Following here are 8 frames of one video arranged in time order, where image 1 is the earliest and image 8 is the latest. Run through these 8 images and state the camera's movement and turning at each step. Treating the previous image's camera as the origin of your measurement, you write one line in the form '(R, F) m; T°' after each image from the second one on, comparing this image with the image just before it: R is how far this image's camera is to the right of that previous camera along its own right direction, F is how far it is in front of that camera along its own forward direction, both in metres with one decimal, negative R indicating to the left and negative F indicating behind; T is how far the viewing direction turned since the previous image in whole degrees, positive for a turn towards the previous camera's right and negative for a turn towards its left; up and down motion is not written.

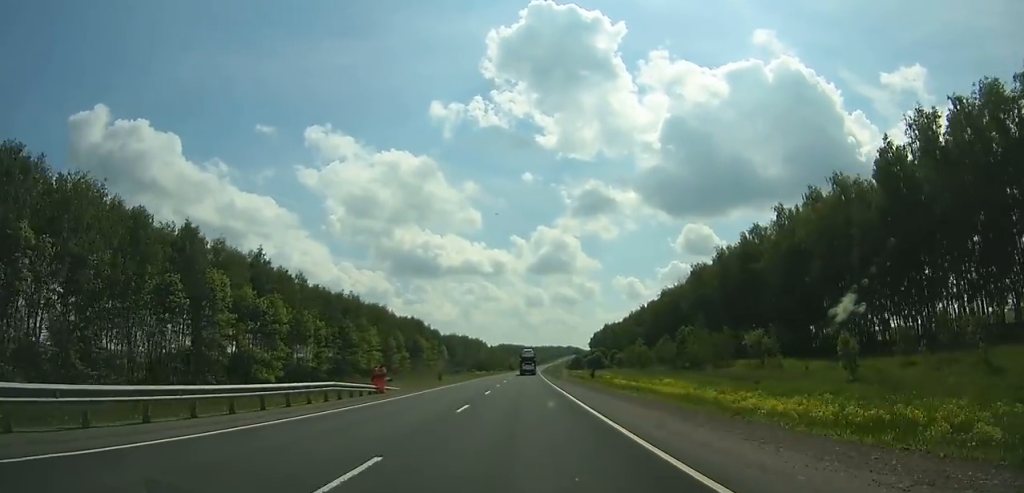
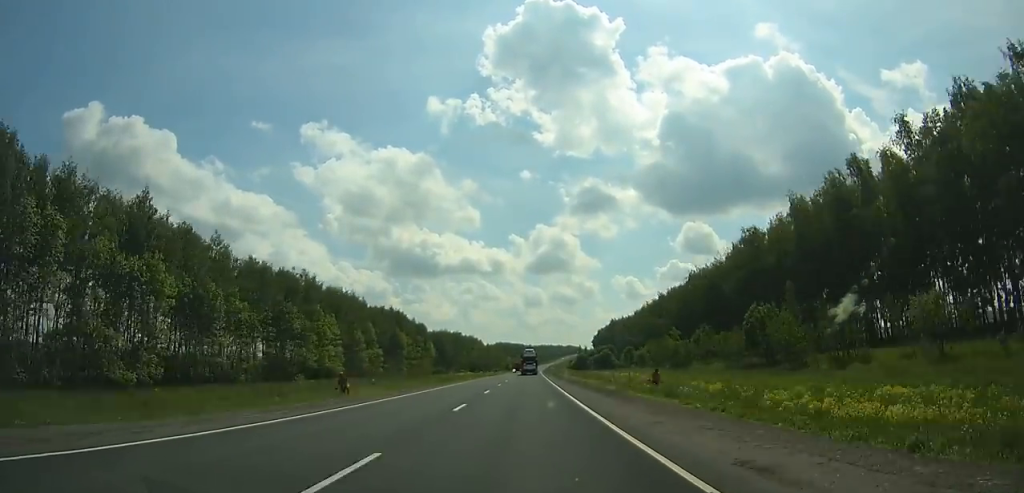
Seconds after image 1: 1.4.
(0.0, +30.2) m; 0°
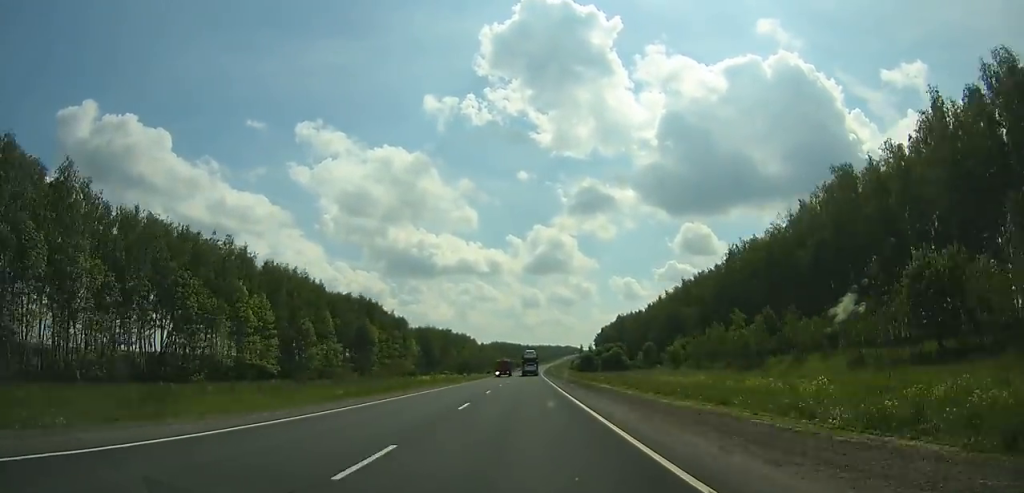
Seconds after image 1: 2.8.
(+0.2, +31.8) m; 0°
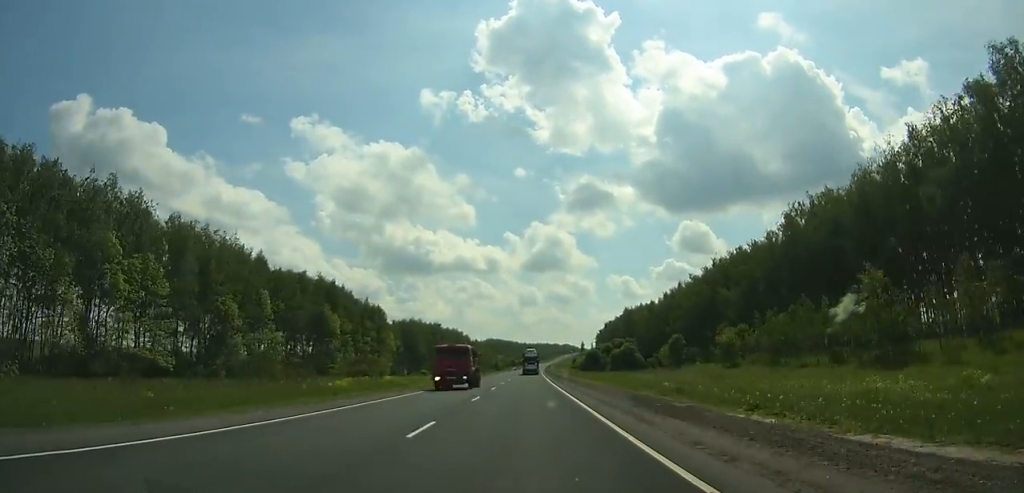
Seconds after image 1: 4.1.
(+0.1, +29.8) m; 0°
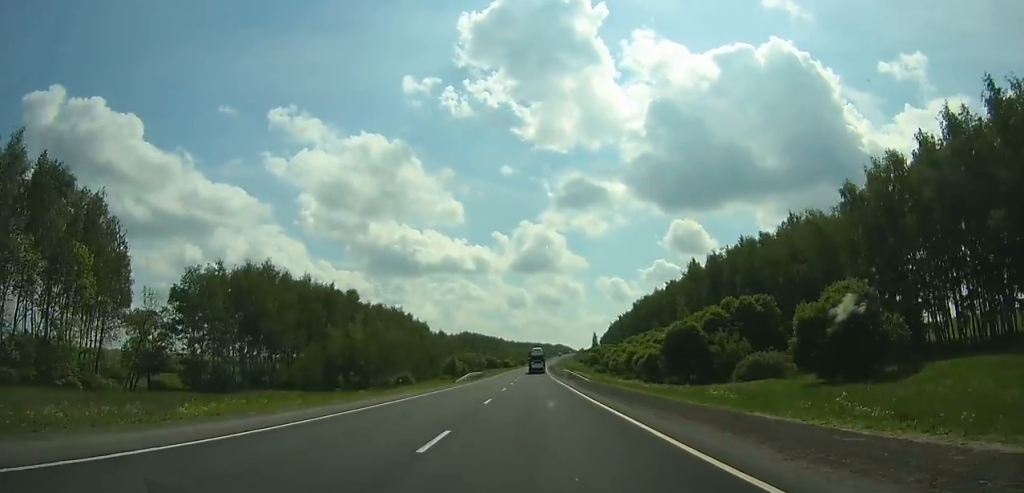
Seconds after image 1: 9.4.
(+1.2, +129.5) m; +1°
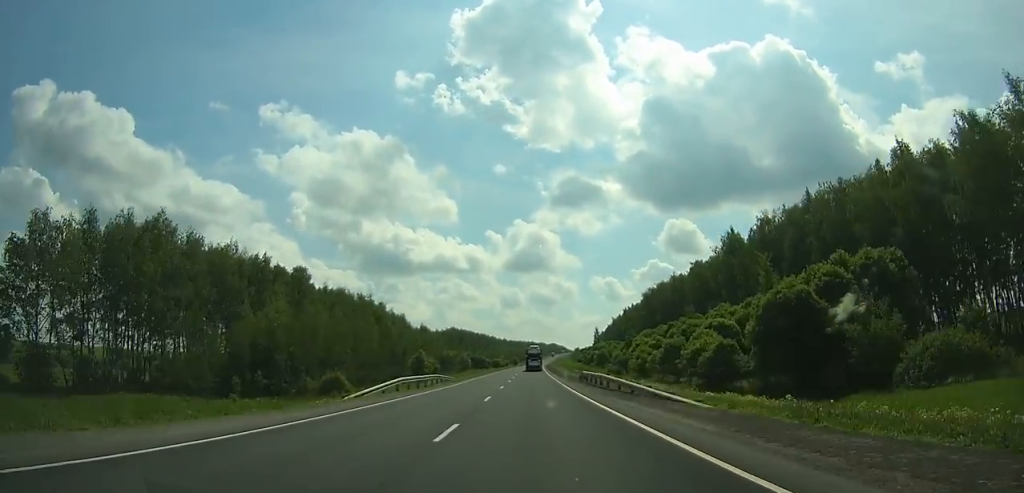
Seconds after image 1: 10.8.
(+0.1, +34.7) m; 0°
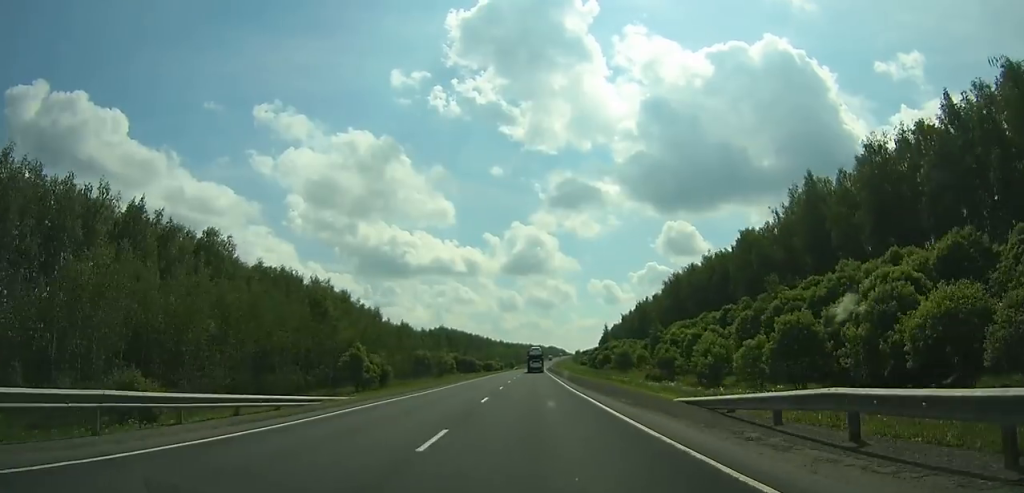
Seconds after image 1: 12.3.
(+0.1, +35.8) m; 0°
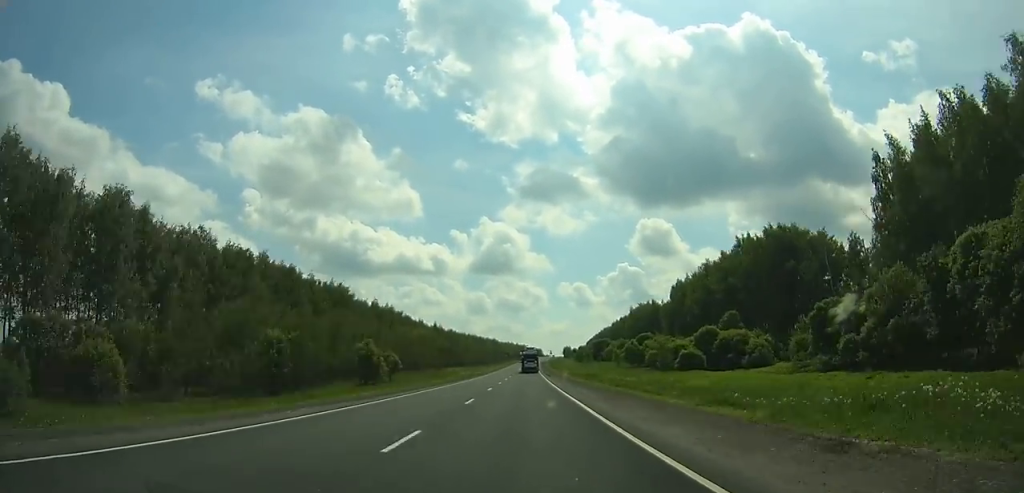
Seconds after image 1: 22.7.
(+6.3, +256.8) m; +3°
